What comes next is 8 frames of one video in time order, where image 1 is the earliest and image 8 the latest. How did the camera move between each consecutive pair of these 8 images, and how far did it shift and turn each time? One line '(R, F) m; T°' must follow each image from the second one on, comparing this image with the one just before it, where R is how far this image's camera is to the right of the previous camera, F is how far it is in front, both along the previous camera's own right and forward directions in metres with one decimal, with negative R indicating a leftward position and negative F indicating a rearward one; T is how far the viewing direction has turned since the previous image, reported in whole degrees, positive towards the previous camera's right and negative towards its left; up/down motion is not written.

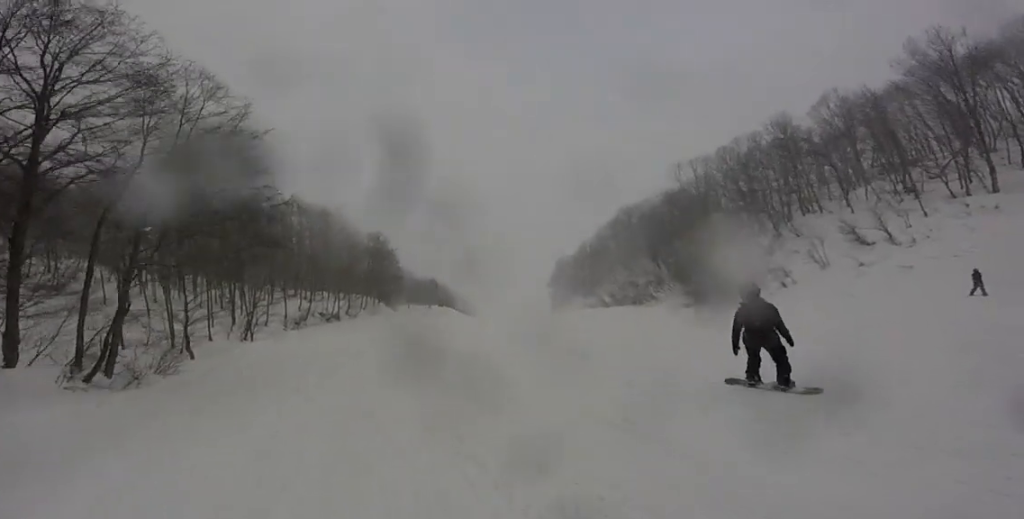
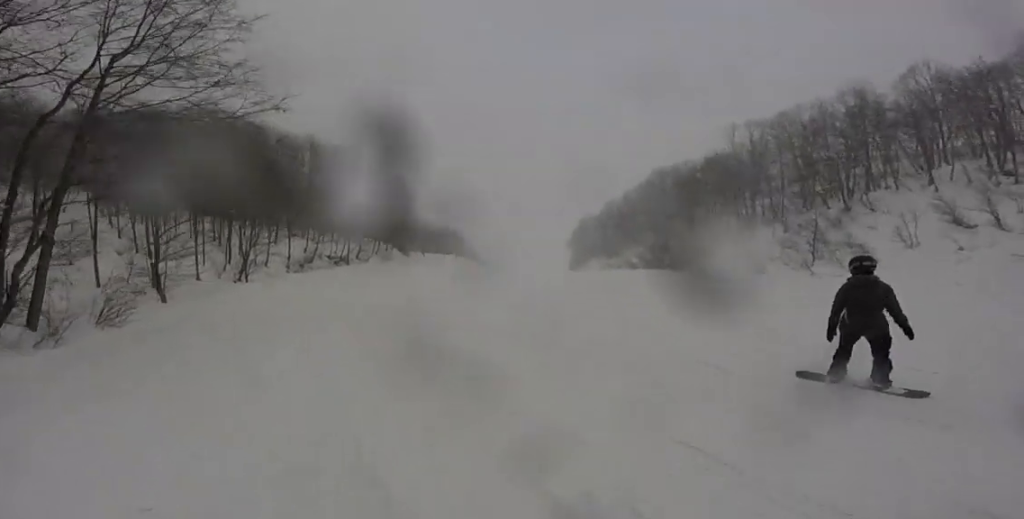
(+0.2, +3.4) m; -9°
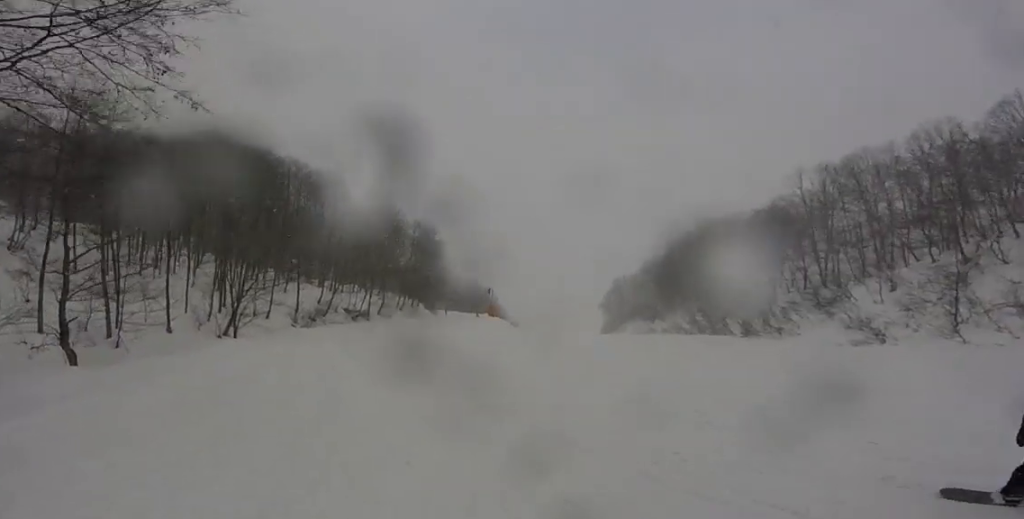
(-1.3, +5.3) m; -3°
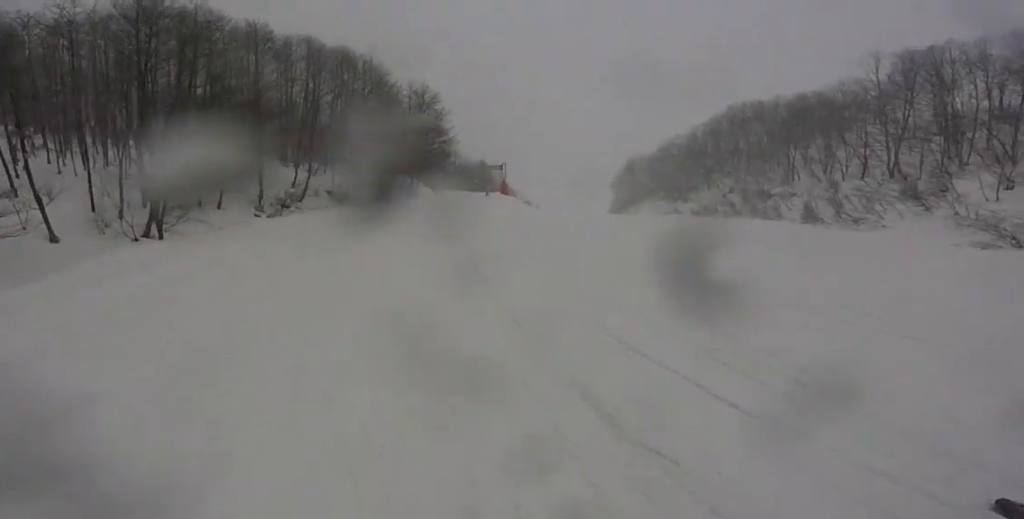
(+0.9, +4.8) m; 0°
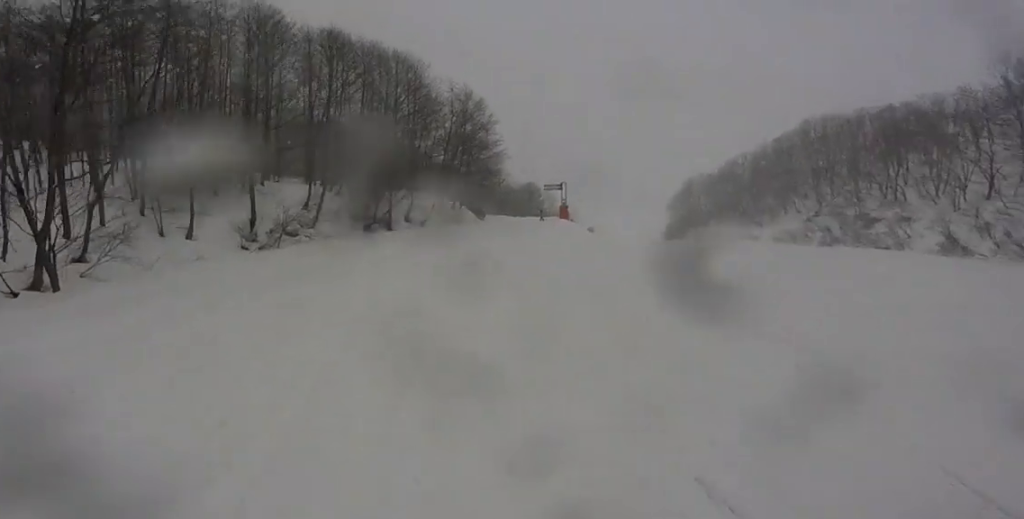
(-0.9, +5.4) m; -12°
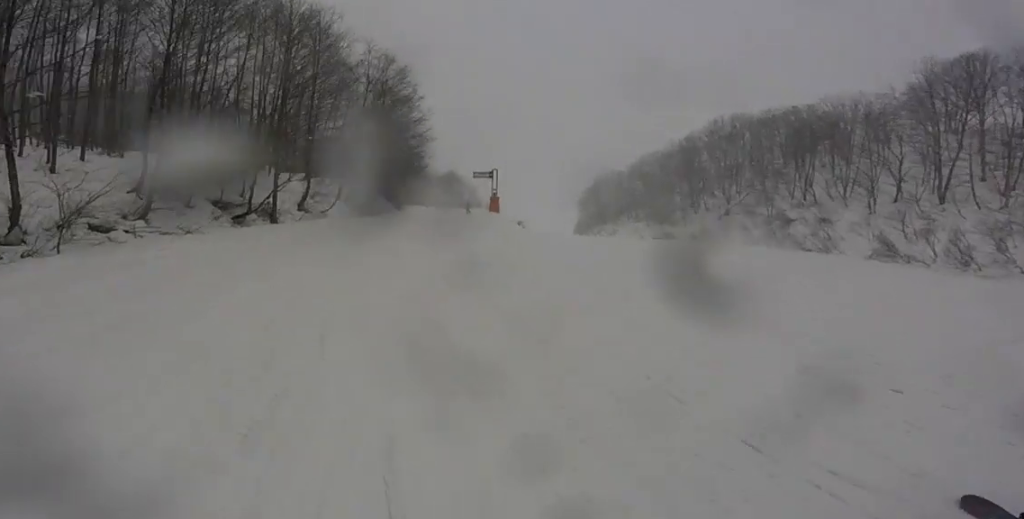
(-0.2, +5.2) m; +8°
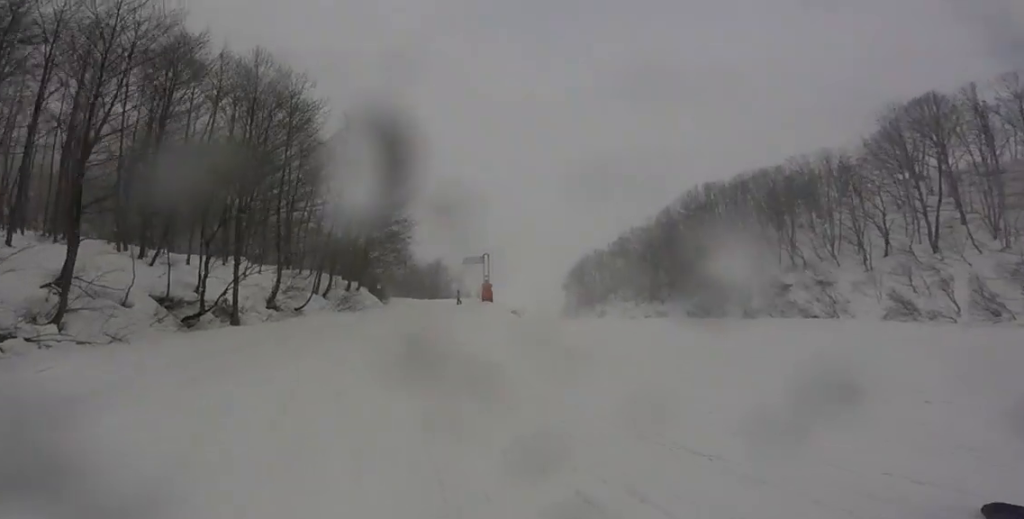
(+0.2, +2.8) m; +3°
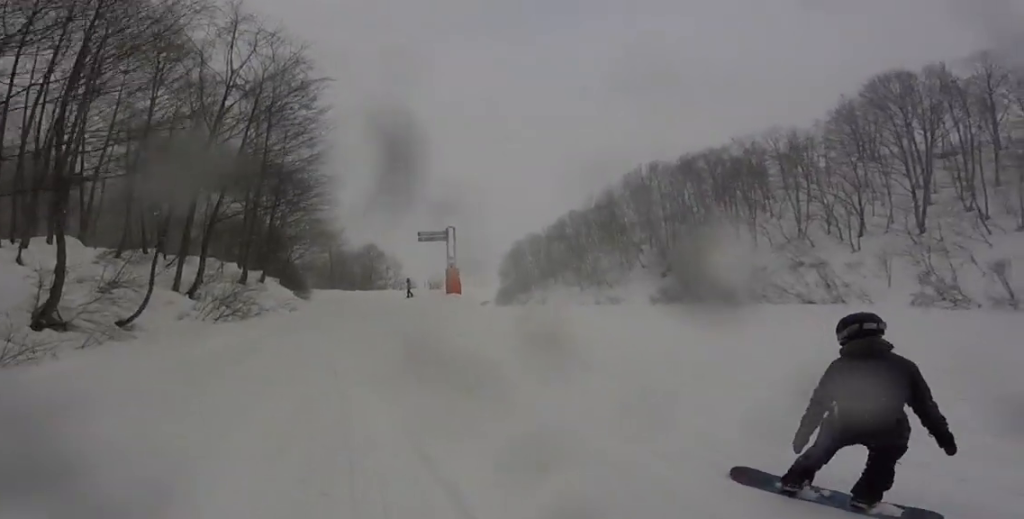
(-0.1, +9.4) m; -7°
